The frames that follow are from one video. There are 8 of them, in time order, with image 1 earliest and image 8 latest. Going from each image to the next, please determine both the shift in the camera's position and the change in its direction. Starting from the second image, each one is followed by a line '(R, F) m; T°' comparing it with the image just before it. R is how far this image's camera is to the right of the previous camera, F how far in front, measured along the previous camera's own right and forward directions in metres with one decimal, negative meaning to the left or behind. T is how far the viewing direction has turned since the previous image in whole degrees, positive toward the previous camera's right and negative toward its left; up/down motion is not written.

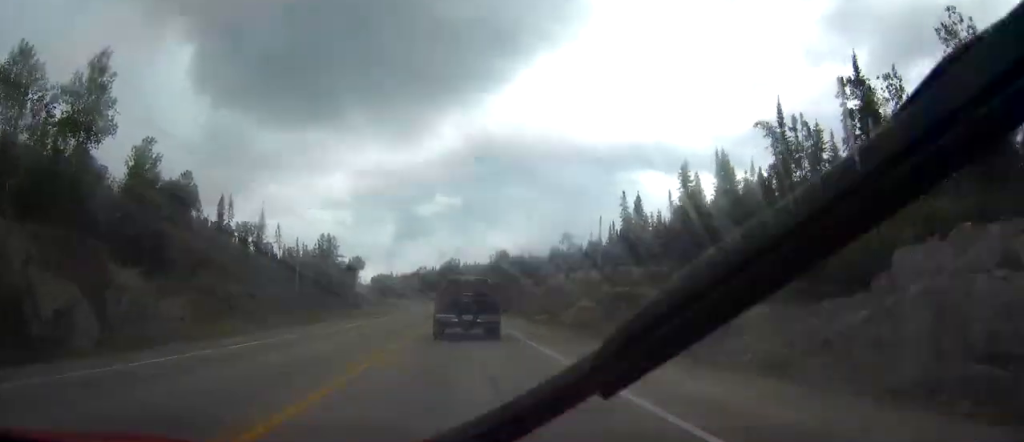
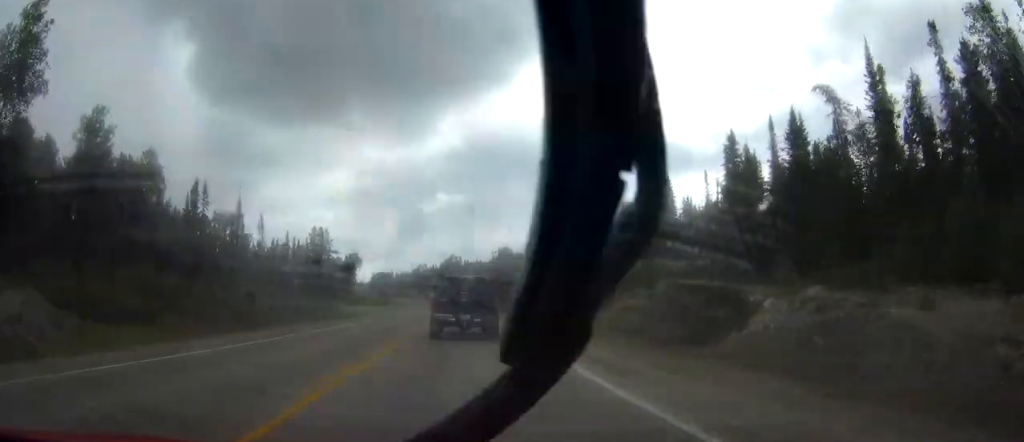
(+0.1, +12.0) m; 0°
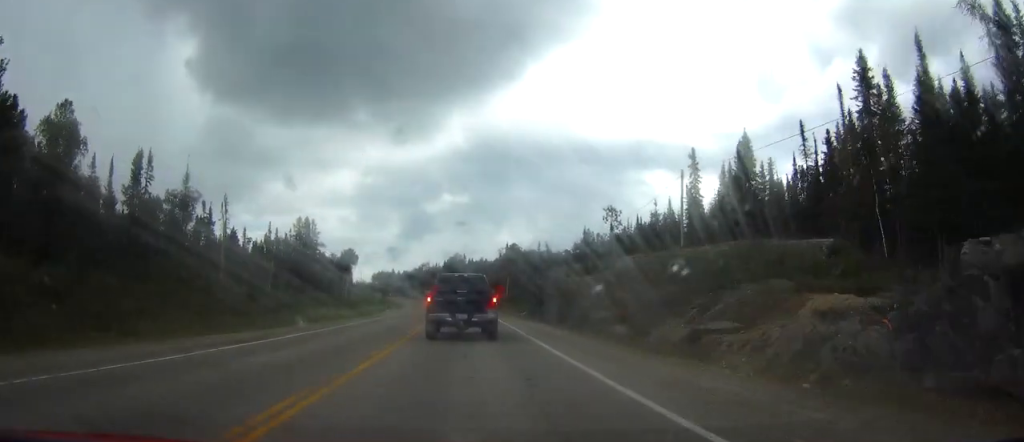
(-0.2, +20.4) m; -1°
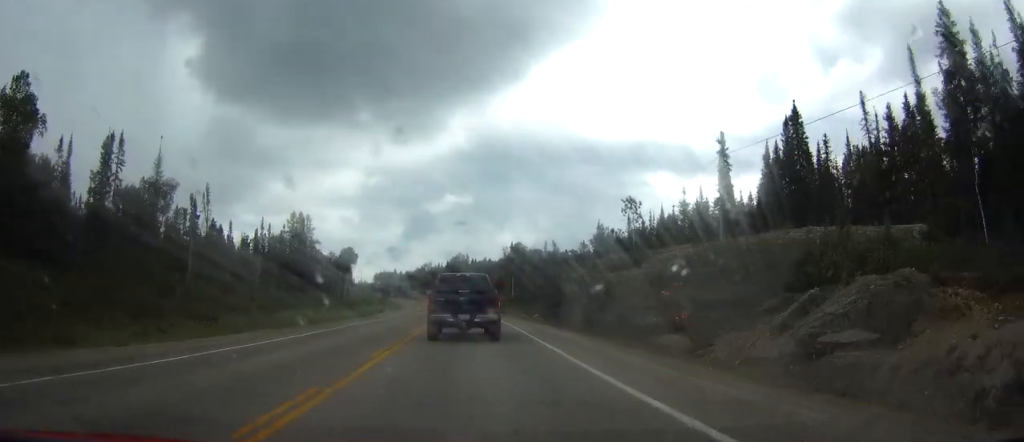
(0.0, +8.4) m; 0°
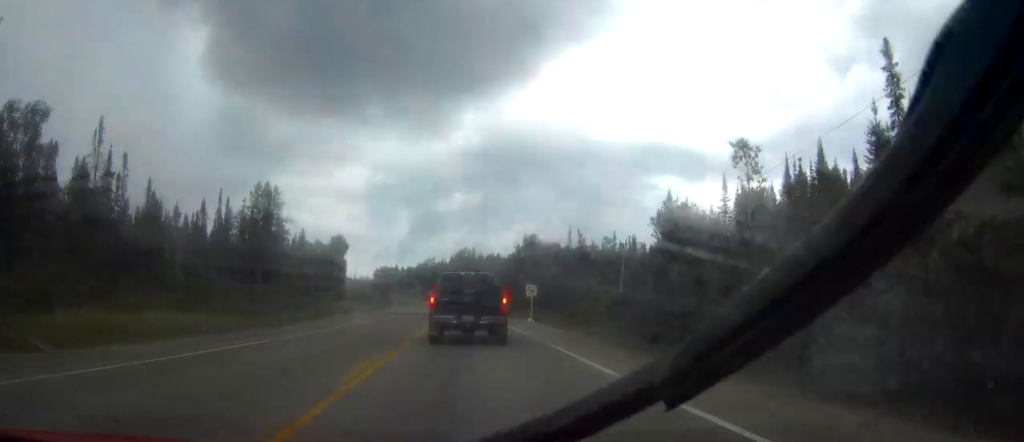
(-0.2, +30.4) m; -1°
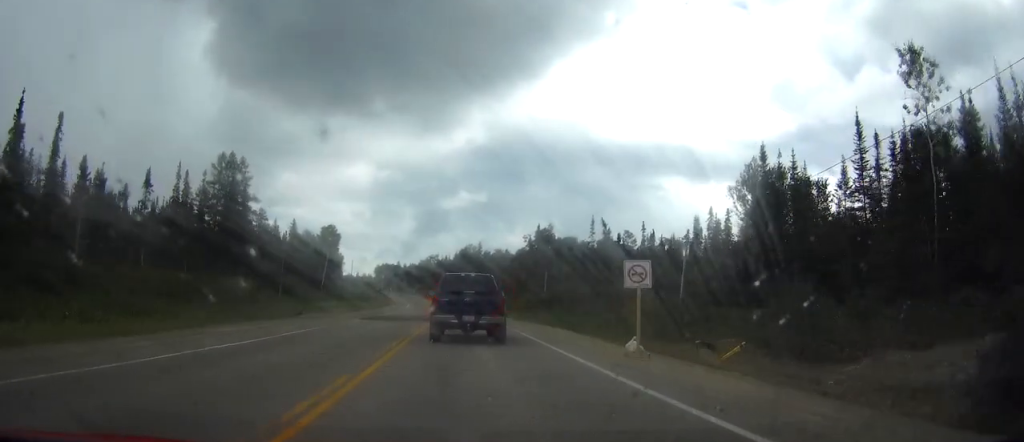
(0.0, +21.4) m; 0°
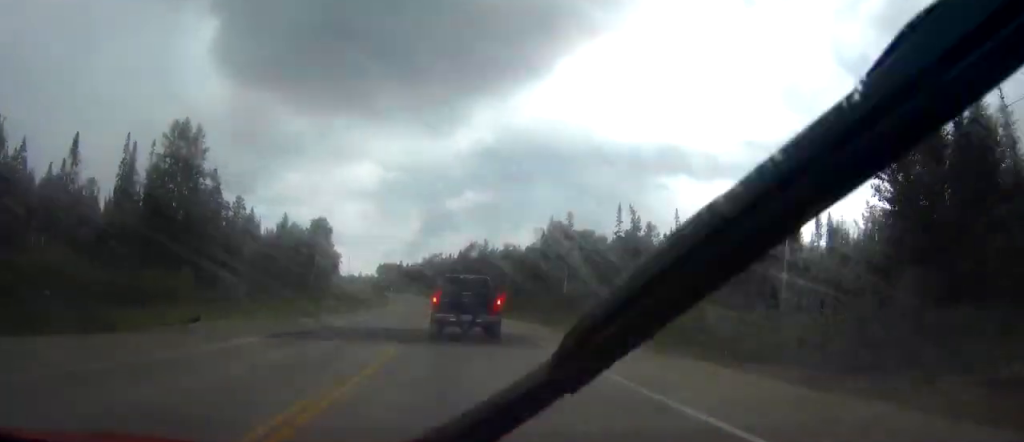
(-0.1, +19.5) m; -1°
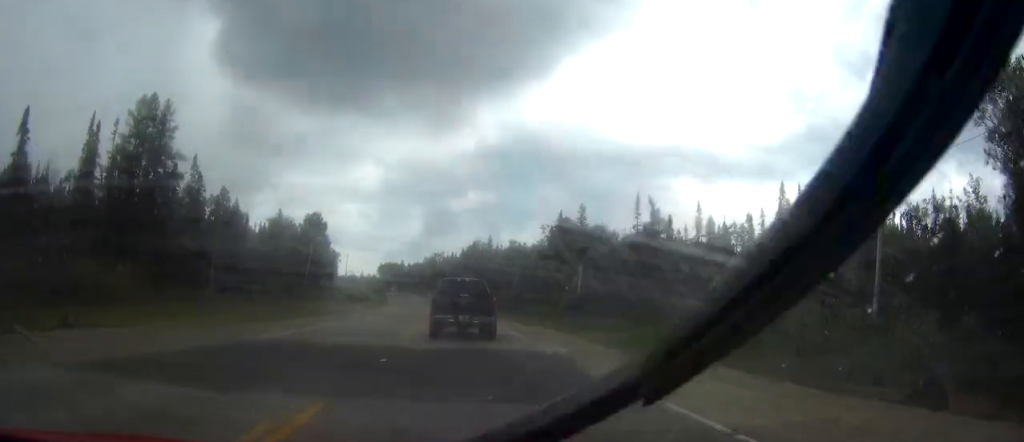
(0.0, +10.5) m; 0°
